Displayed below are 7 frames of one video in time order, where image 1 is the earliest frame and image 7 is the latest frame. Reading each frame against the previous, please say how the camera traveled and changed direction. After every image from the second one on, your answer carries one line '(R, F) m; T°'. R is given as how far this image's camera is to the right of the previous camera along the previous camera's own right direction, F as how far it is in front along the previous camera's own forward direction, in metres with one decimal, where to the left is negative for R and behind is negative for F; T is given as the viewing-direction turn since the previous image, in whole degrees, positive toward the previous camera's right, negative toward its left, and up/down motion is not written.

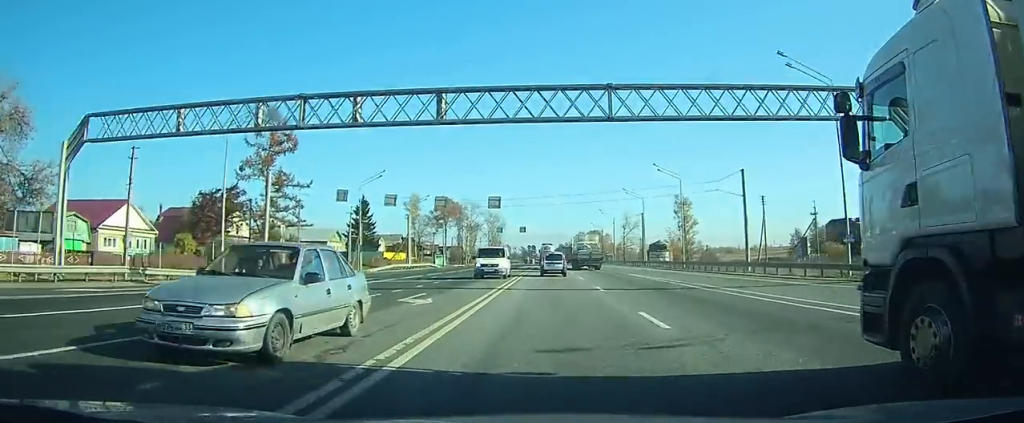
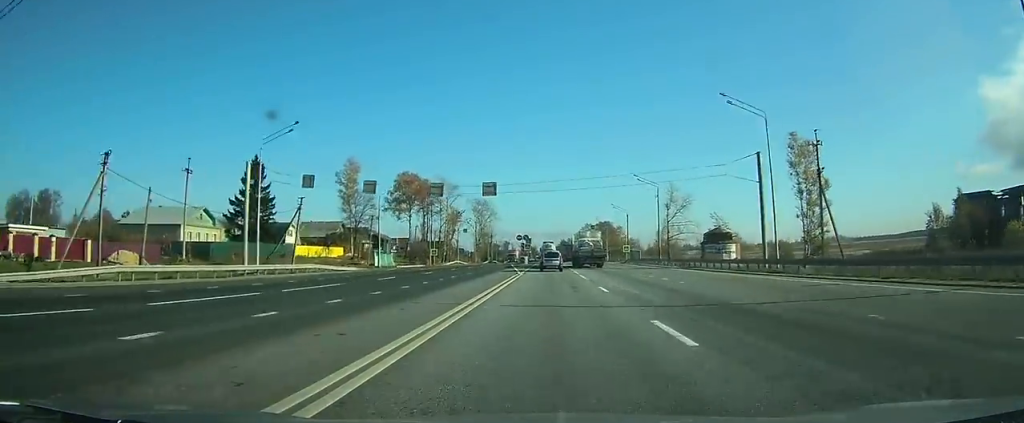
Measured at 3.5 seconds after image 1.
(0.0, +52.2) m; 0°
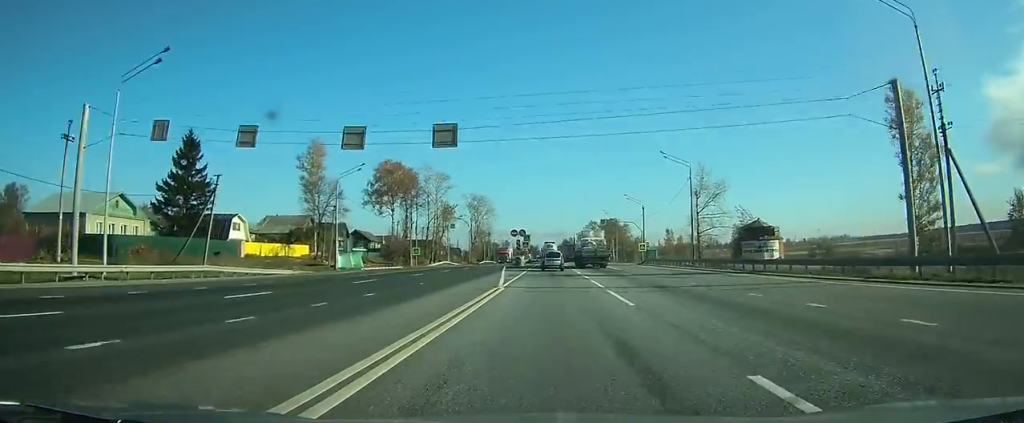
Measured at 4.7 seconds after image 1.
(0.0, +18.0) m; 0°
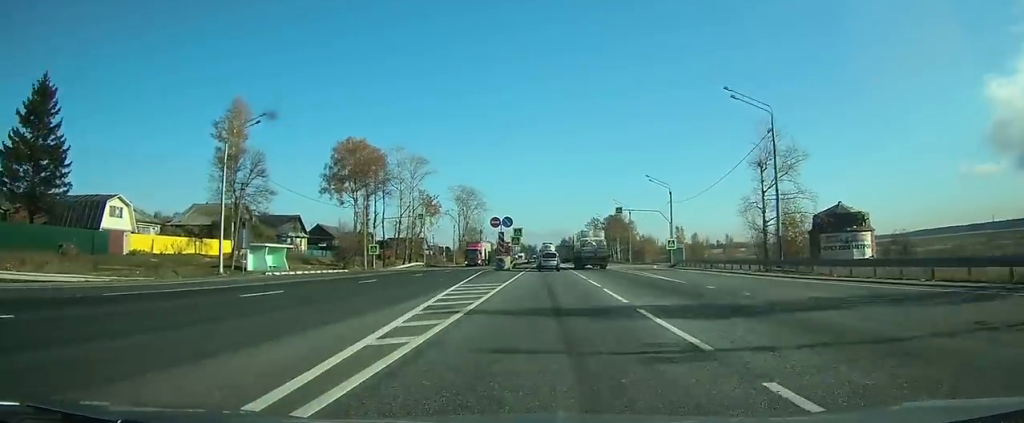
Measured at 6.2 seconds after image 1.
(0.0, +24.3) m; 0°
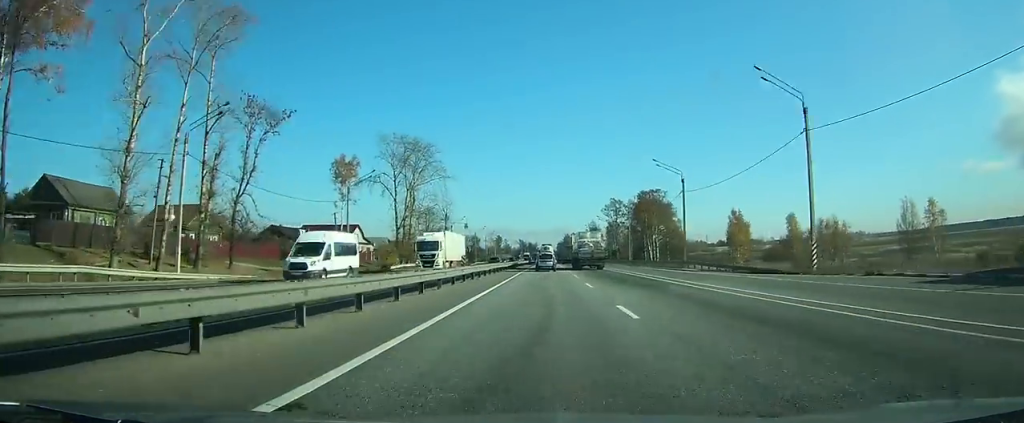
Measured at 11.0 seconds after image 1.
(-0.3, +71.6) m; -1°
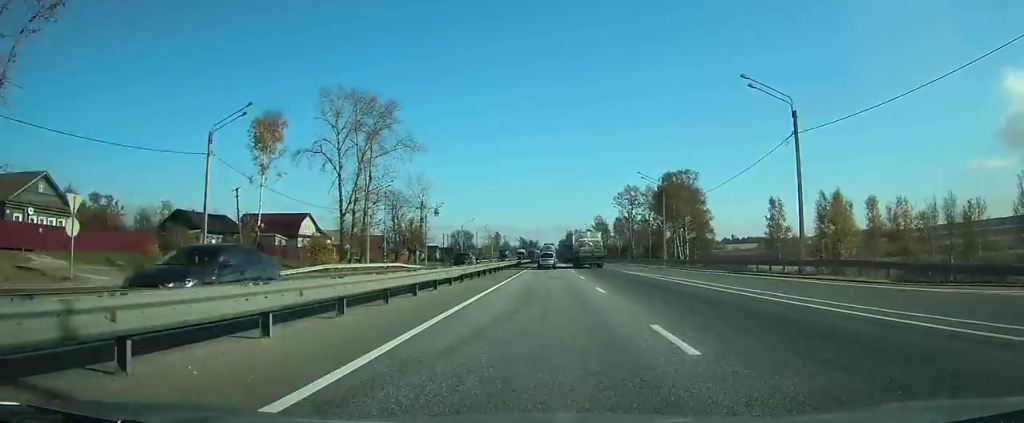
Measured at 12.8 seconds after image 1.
(-0.1, +27.2) m; 0°
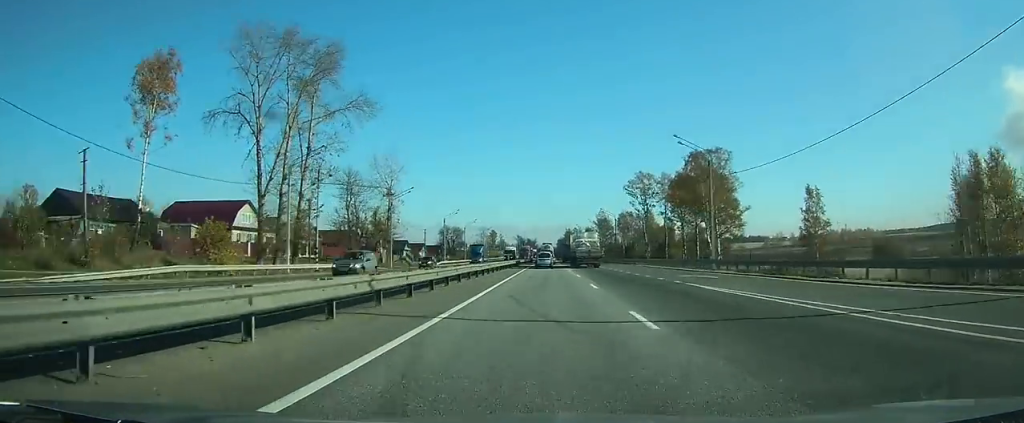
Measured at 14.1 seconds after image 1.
(-0.1, +21.3) m; 0°
